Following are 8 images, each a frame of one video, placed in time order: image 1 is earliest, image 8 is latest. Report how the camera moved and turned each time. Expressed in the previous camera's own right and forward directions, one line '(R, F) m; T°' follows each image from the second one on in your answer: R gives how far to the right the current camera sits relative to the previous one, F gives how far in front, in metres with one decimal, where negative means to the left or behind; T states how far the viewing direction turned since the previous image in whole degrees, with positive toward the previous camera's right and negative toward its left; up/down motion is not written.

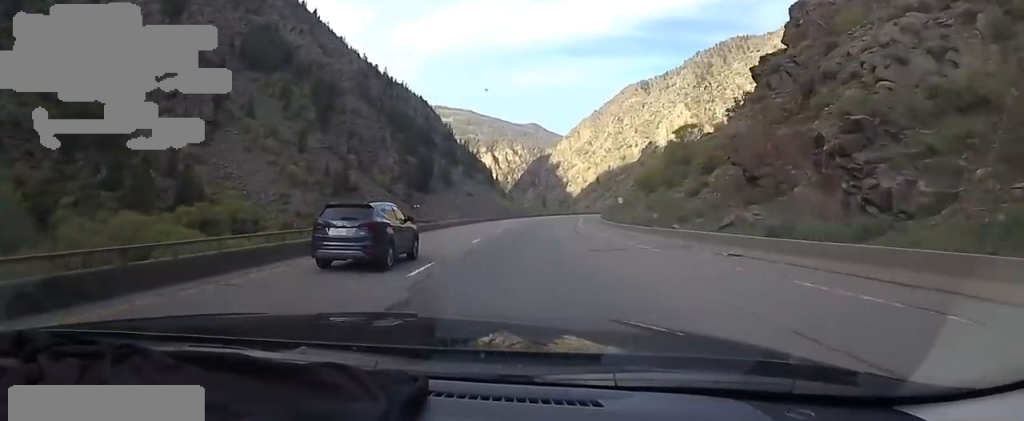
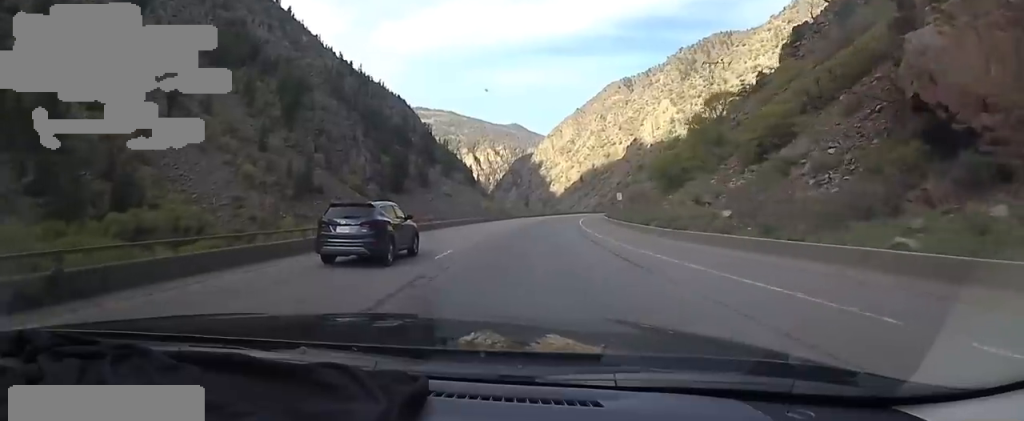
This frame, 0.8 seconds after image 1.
(-0.2, +19.1) m; +2°
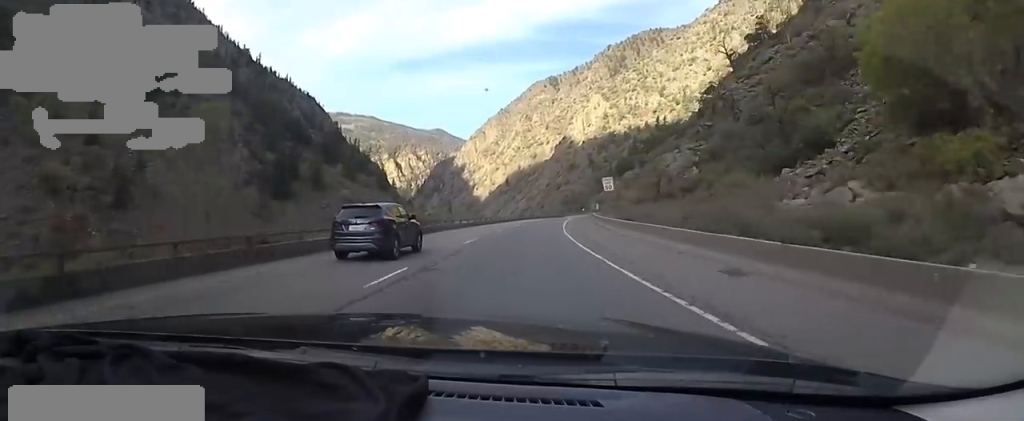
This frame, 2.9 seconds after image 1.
(+5.5, +53.1) m; +11°
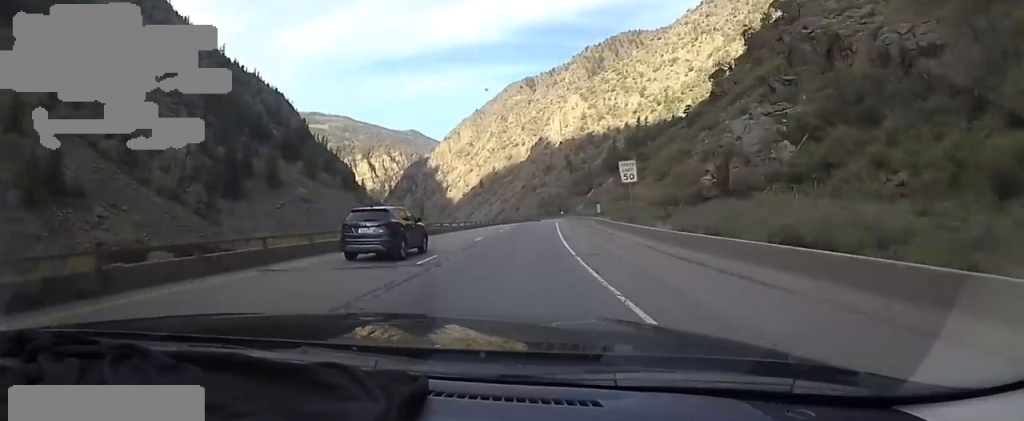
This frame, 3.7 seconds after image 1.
(+0.7, +19.9) m; +4°
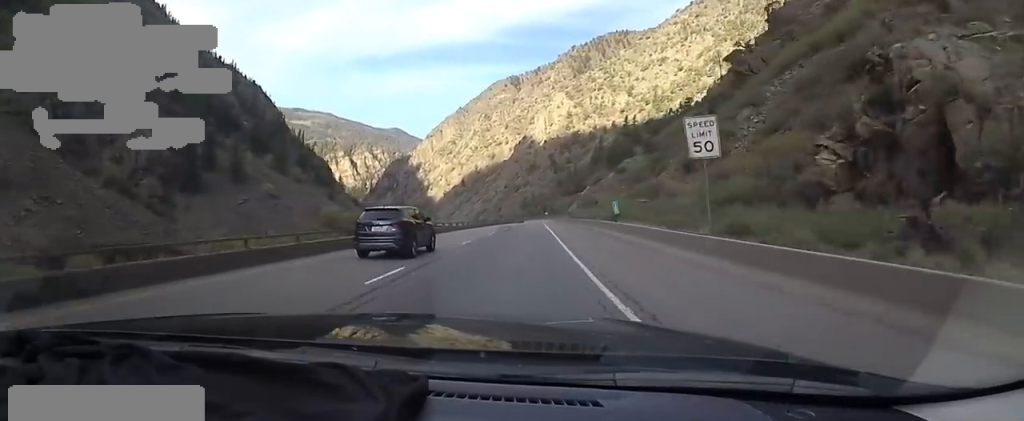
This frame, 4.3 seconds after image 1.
(+0.8, +15.7) m; +1°
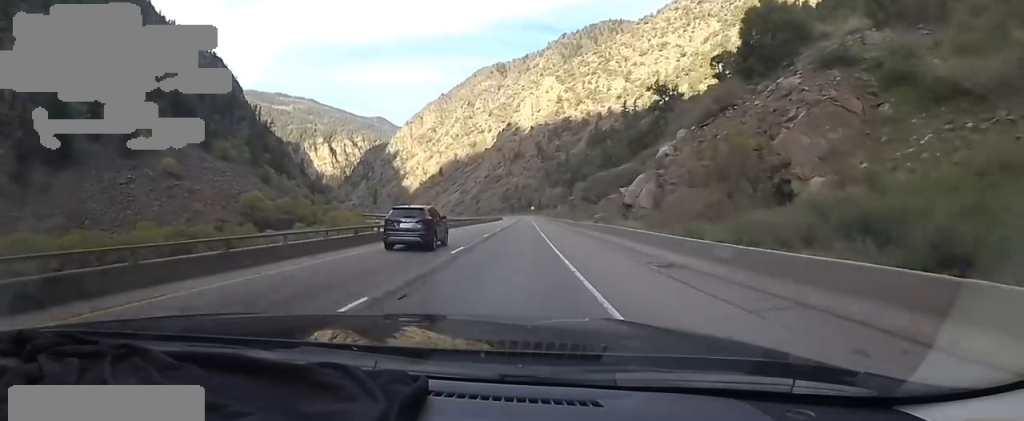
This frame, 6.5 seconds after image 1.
(+0.4, +53.0) m; +3°
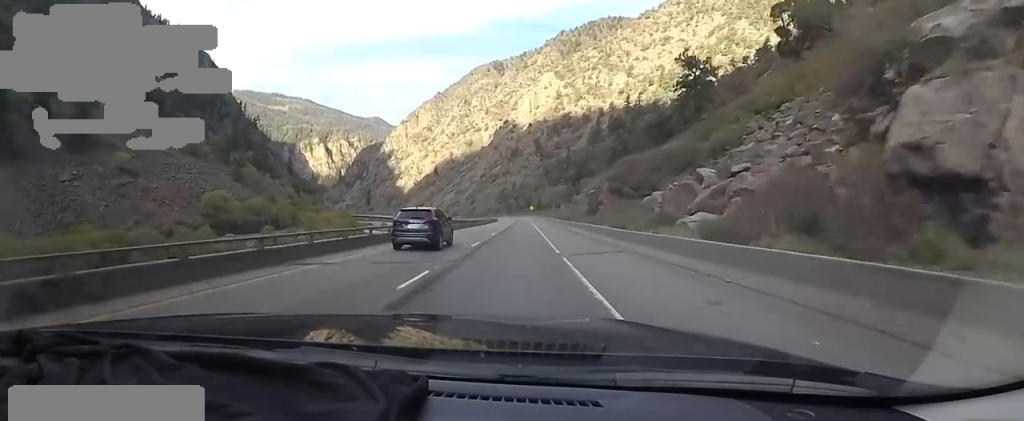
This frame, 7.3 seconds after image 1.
(+0.4, +19.9) m; +1°
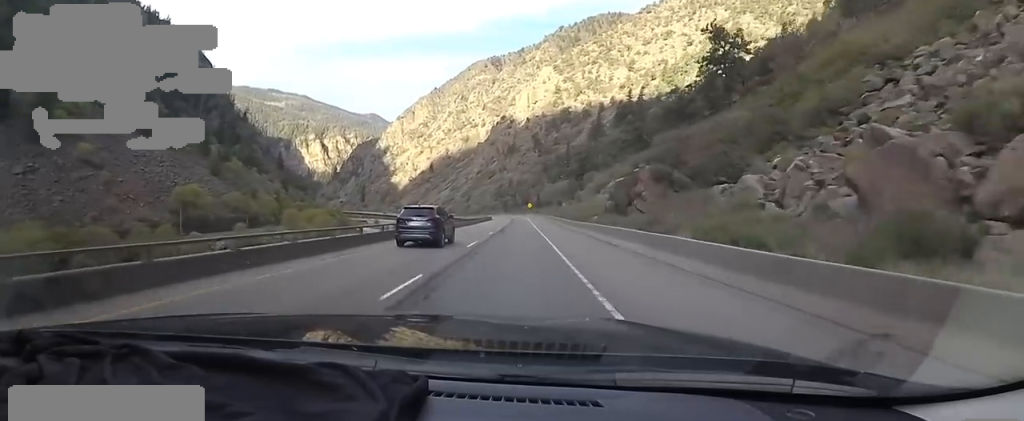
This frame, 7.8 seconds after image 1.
(0.0, +13.3) m; 0°
